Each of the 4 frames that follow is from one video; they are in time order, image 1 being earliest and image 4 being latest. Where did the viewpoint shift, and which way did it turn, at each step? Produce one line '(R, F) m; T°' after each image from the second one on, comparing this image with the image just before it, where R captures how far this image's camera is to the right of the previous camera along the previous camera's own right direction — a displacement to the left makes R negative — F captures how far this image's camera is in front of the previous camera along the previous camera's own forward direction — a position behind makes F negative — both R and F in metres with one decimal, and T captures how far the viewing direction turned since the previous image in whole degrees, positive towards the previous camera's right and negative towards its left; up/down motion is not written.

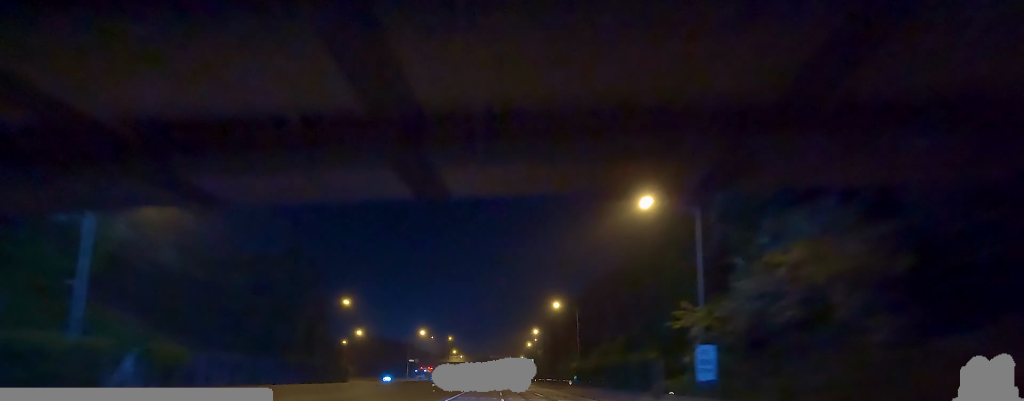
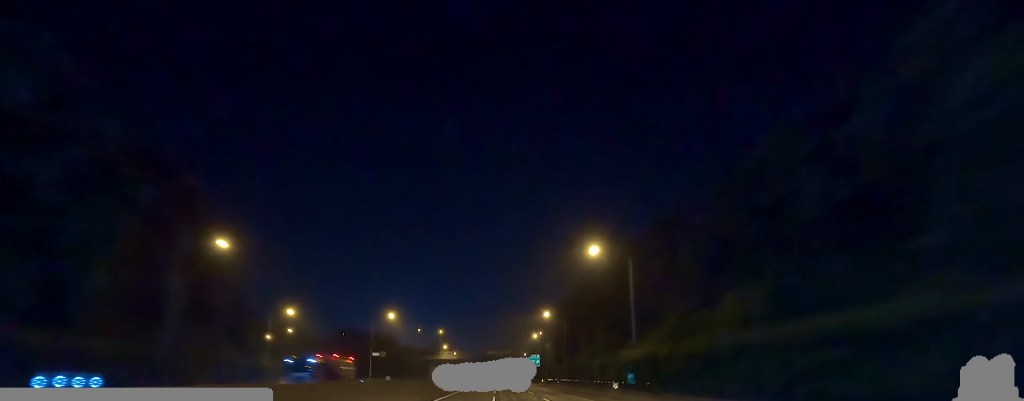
(0.0, +36.0) m; -1°
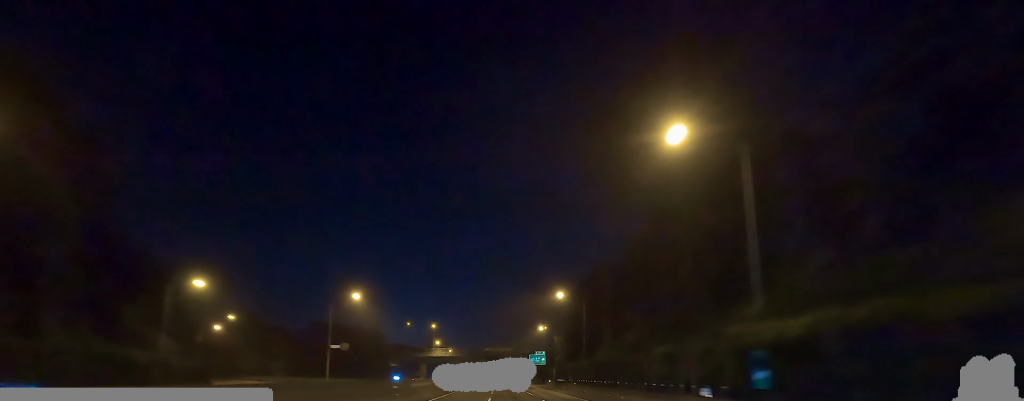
(-0.4, +23.0) m; +2°
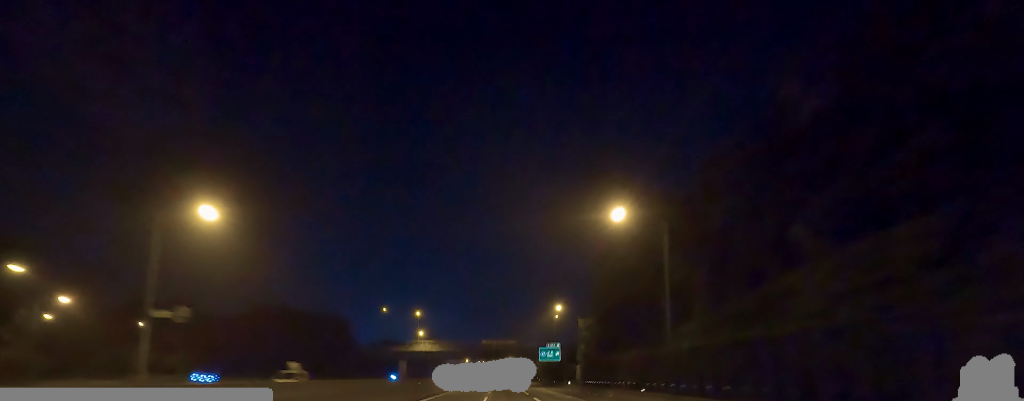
(+1.8, +37.3) m; +1°
